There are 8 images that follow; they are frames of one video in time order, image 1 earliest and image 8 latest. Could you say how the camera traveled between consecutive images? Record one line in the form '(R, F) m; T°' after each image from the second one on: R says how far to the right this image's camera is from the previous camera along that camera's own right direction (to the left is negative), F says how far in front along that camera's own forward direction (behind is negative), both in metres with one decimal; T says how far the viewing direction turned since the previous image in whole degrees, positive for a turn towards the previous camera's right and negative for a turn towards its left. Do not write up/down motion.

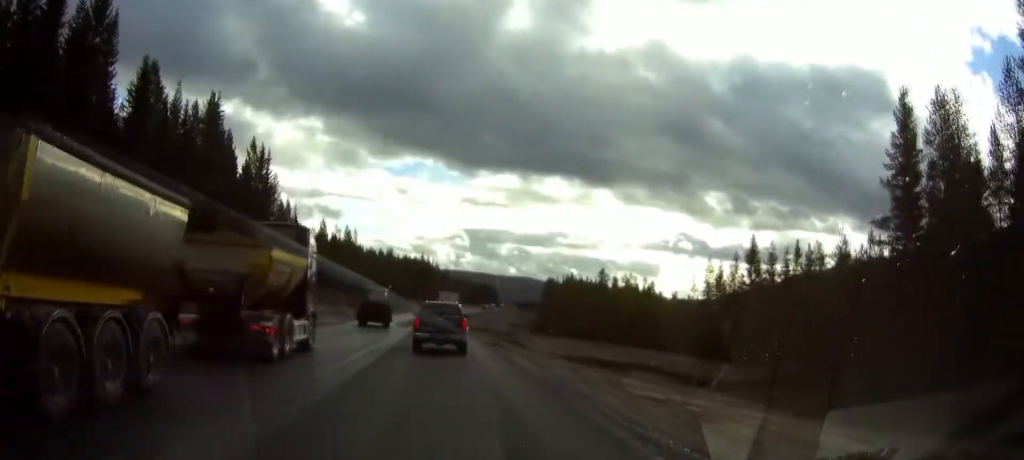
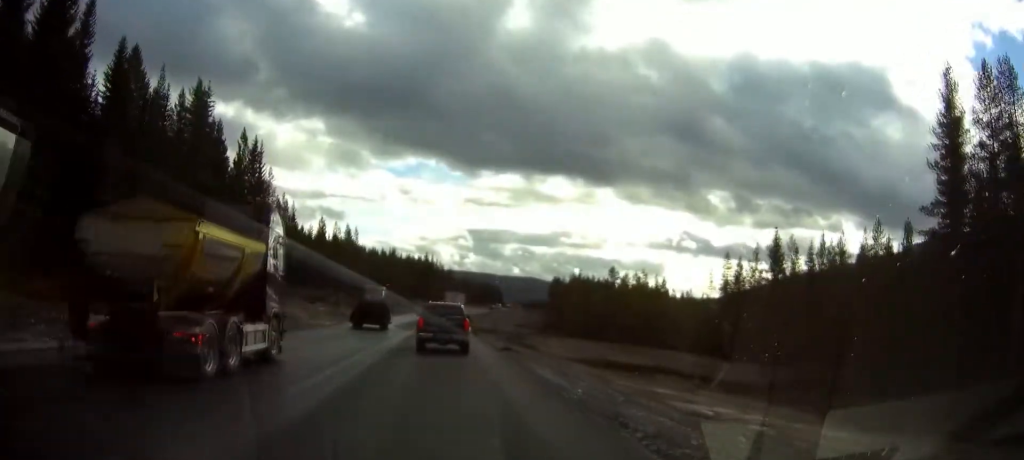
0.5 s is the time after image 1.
(0.0, +4.9) m; -1°
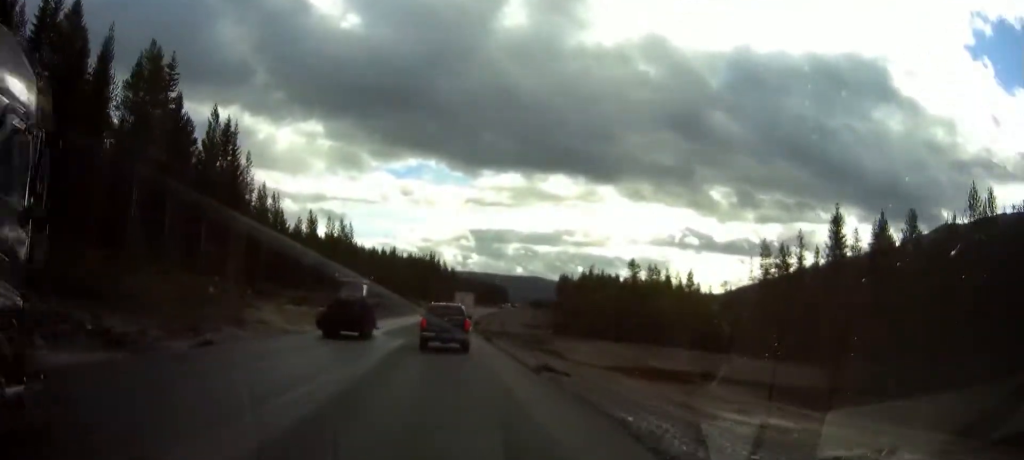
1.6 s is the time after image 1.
(-0.1, +11.8) m; -1°
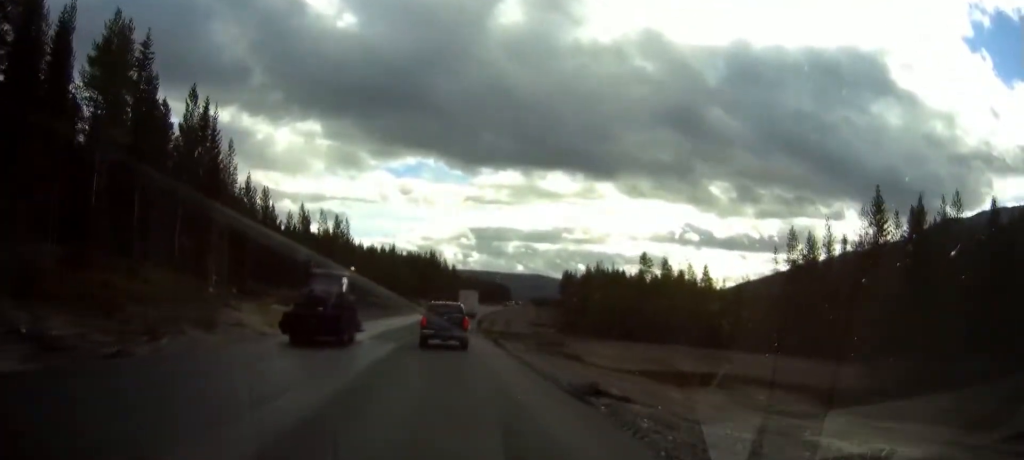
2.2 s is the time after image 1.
(0.0, +6.9) m; 0°
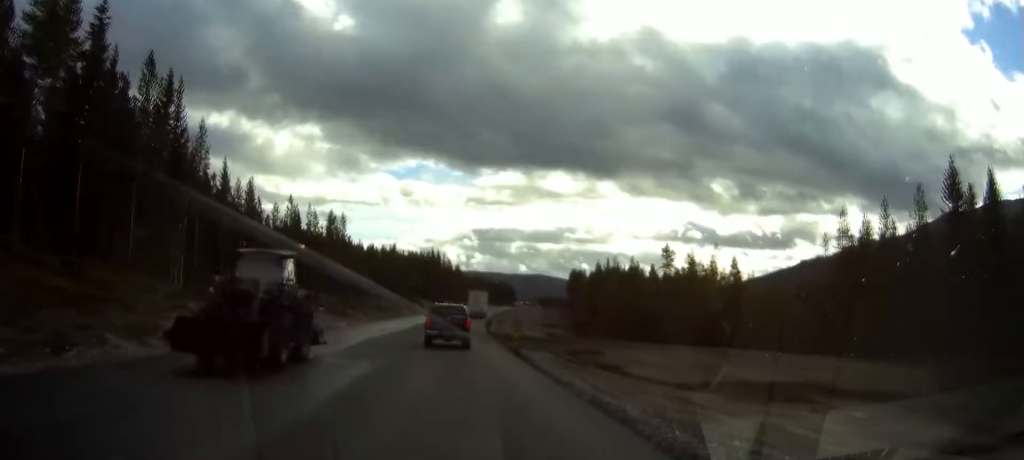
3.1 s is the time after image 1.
(0.0, +10.2) m; 0°
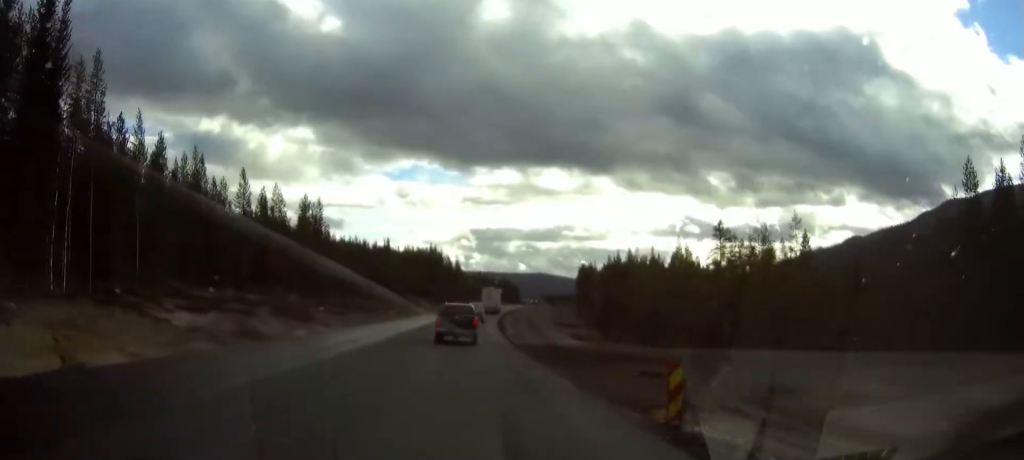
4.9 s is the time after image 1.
(-0.1, +20.7) m; 0°
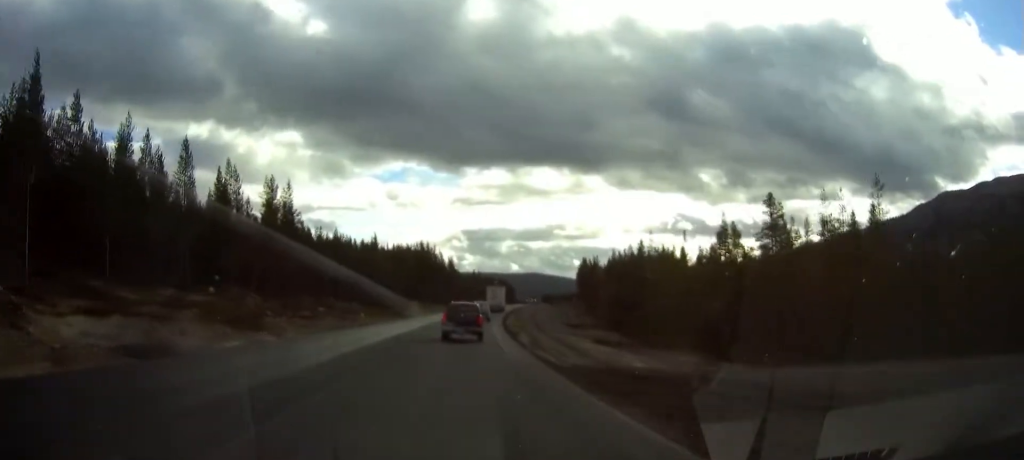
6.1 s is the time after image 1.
(+0.1, +15.4) m; +1°
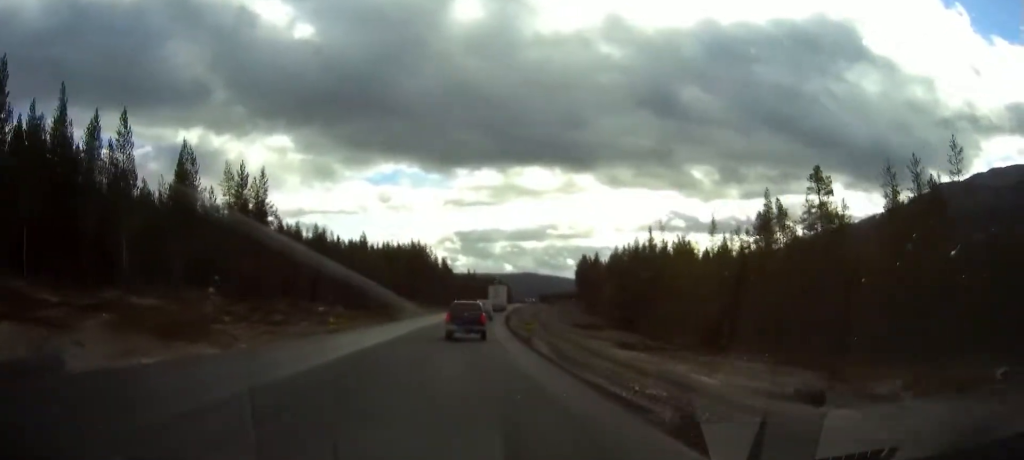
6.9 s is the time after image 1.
(0.0, +10.8) m; 0°
